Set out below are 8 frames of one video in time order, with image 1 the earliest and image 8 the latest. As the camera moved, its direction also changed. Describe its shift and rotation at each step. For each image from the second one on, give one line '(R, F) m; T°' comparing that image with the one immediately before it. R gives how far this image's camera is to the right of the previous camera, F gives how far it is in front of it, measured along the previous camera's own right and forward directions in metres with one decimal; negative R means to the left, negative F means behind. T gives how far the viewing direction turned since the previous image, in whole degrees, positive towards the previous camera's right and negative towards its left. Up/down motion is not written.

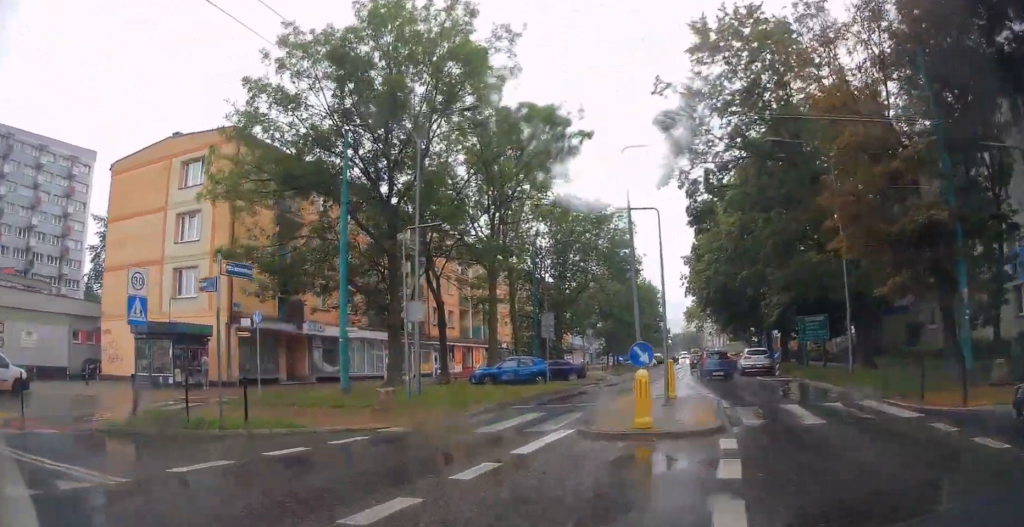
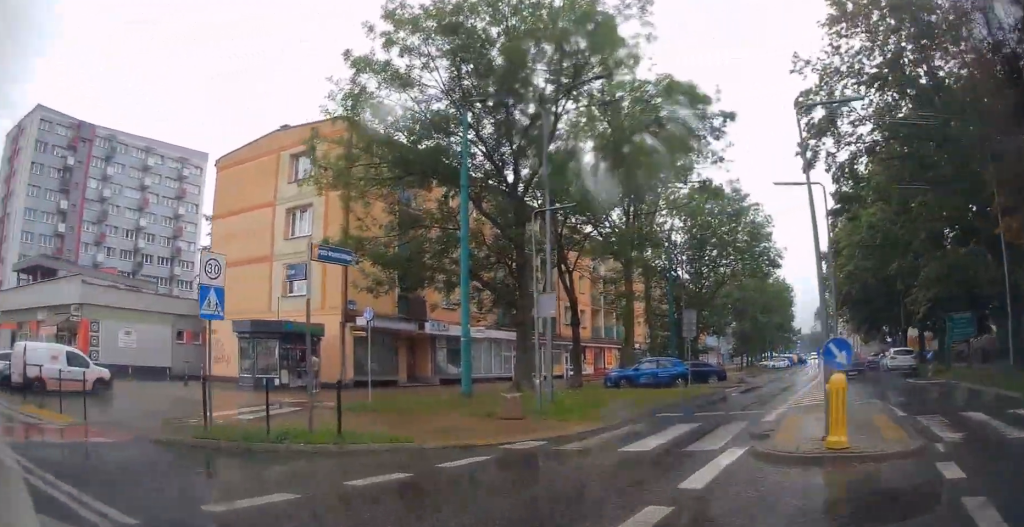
(-0.3, +3.1) m; -11°
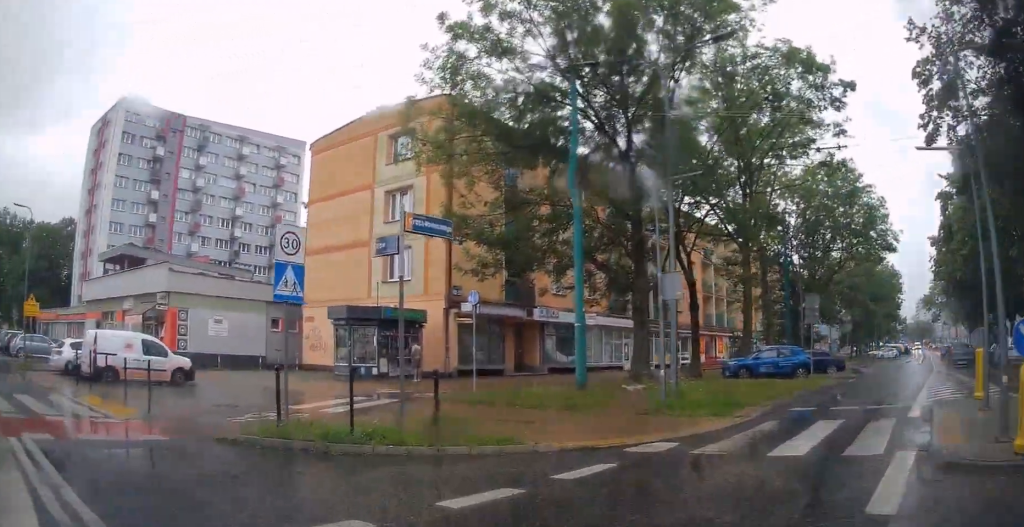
(0.0, +2.3) m; -10°
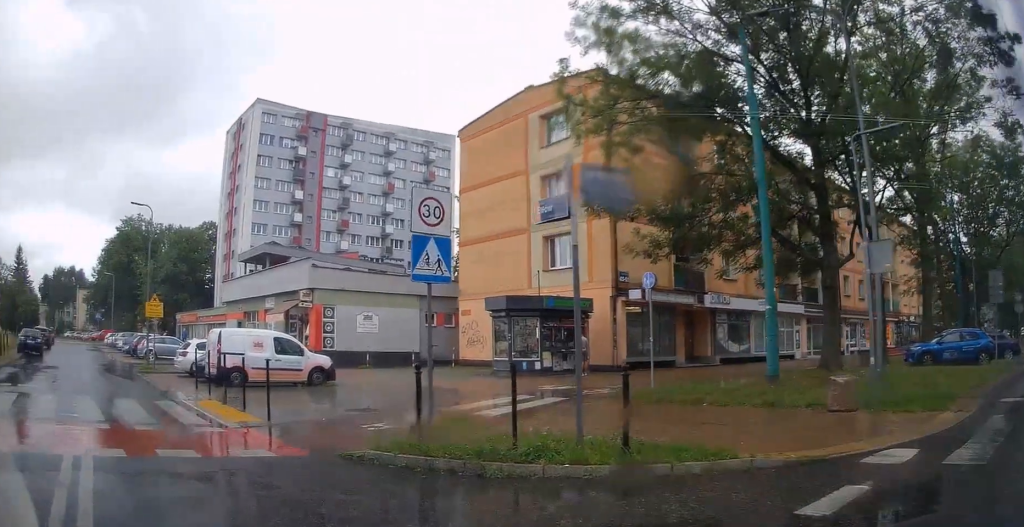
(-0.3, +2.9) m; -13°
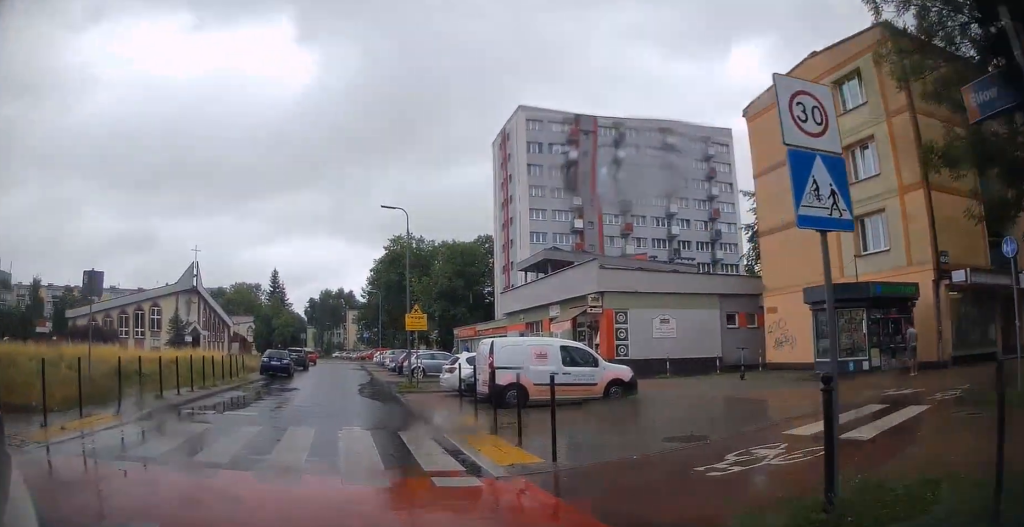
(-1.1, +4.8) m; -21°
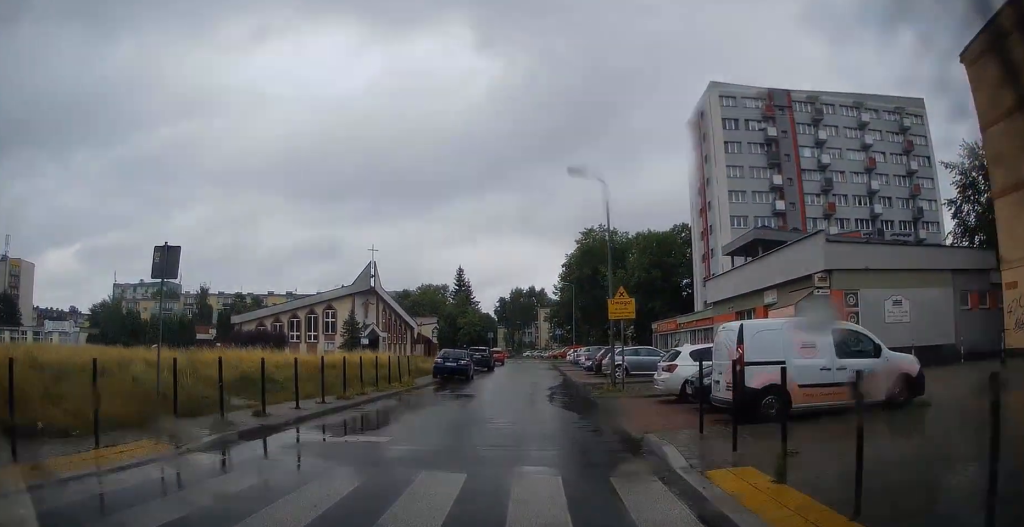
(-0.9, +5.8) m; -12°
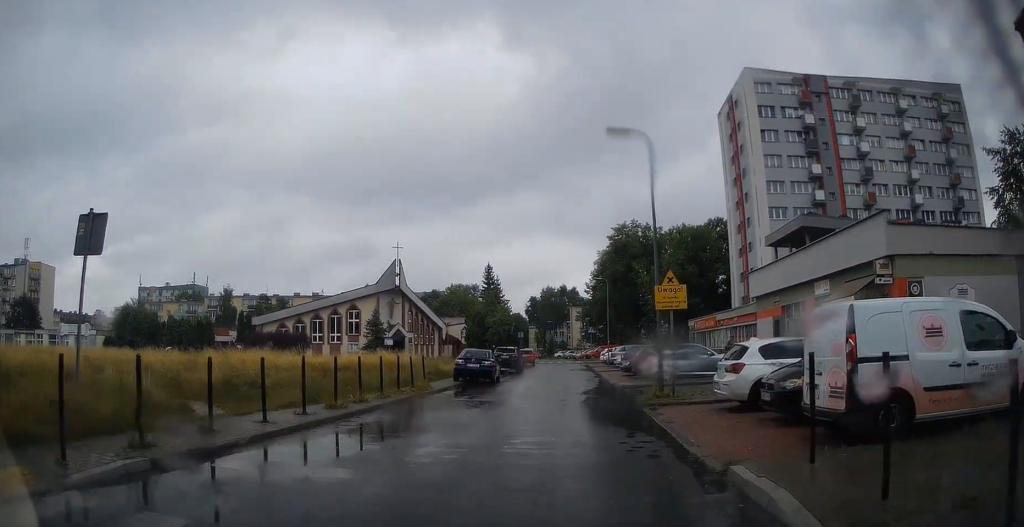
(-0.1, +3.4) m; -5°
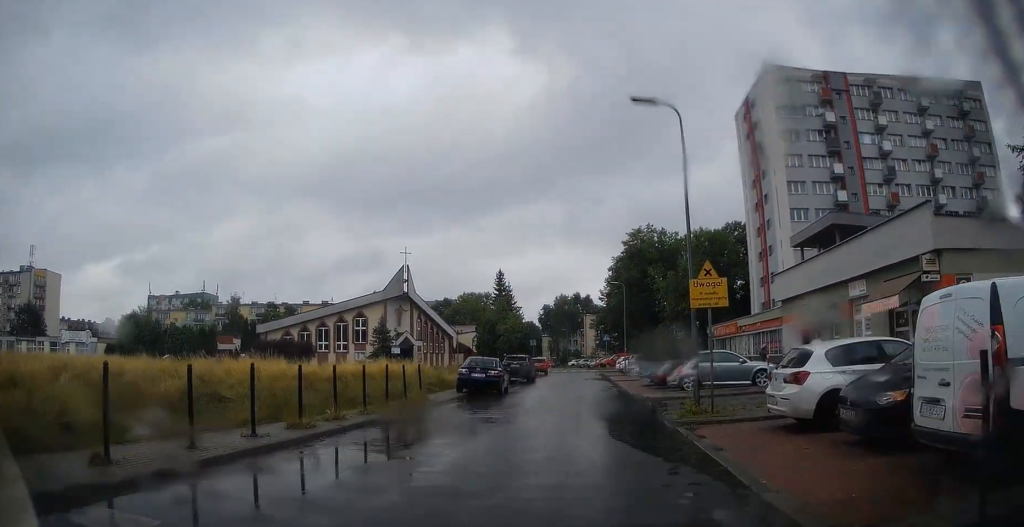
(+0.1, +2.7) m; -4°
